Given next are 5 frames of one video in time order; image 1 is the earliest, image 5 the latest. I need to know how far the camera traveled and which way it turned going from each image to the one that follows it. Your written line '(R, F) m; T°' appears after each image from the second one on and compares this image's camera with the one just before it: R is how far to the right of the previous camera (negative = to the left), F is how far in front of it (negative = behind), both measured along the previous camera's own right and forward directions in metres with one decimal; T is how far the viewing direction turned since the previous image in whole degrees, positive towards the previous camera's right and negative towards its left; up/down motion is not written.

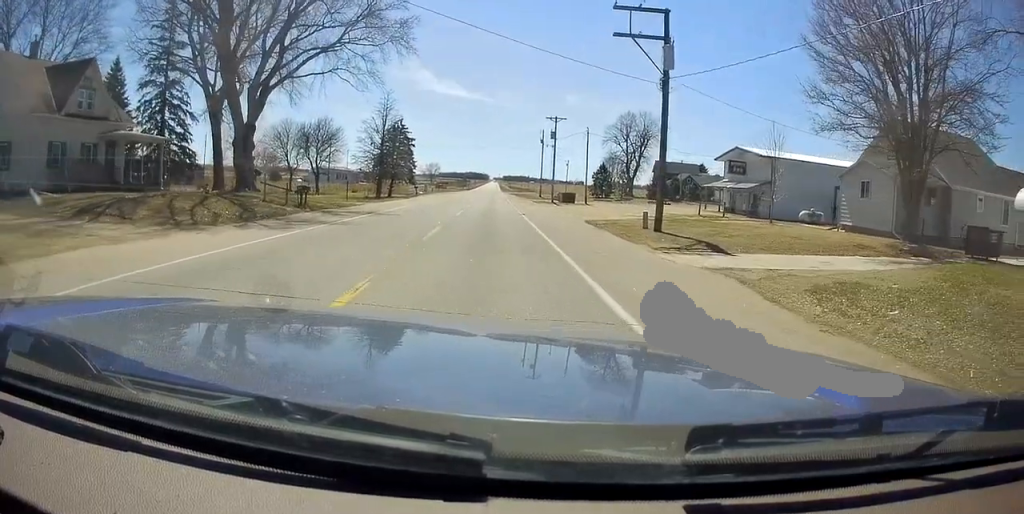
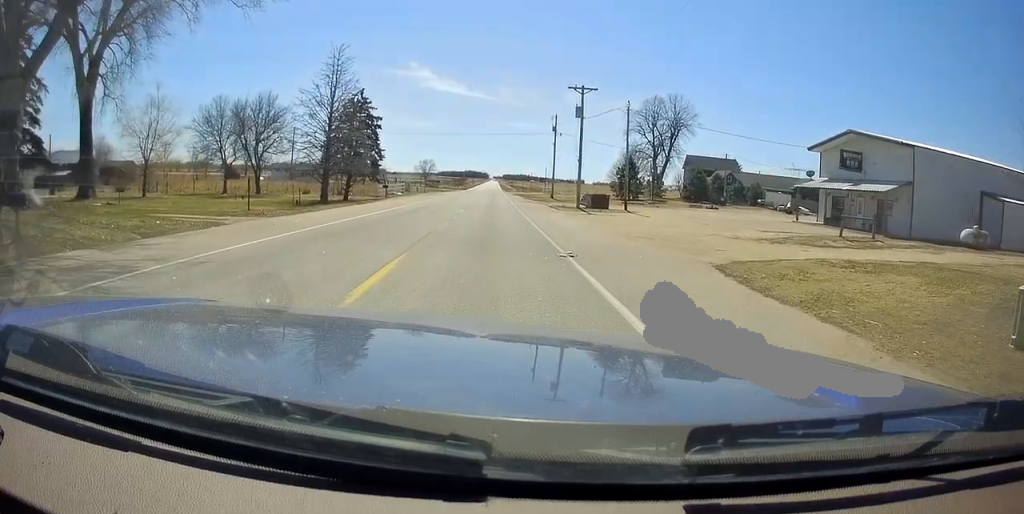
(0.0, +21.1) m; 0°
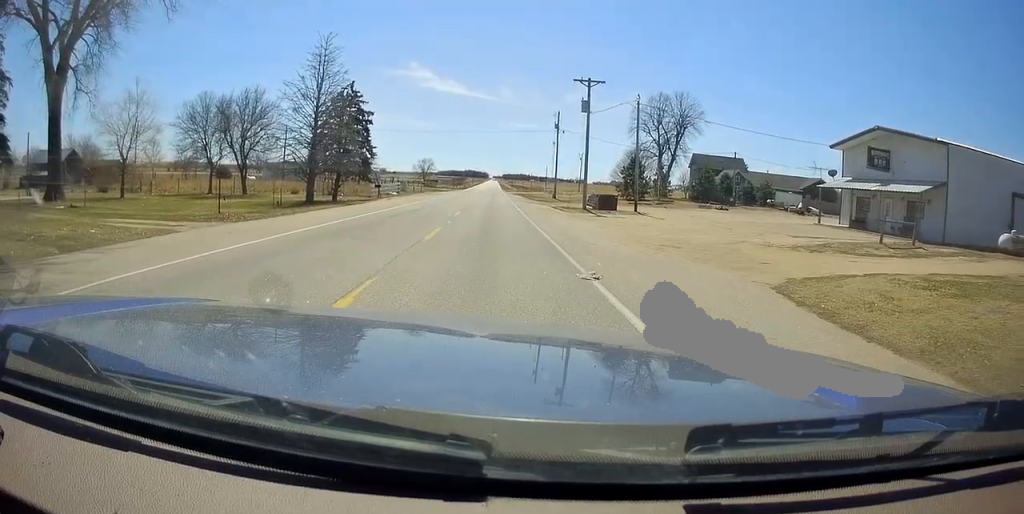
(0.0, +3.4) m; 0°
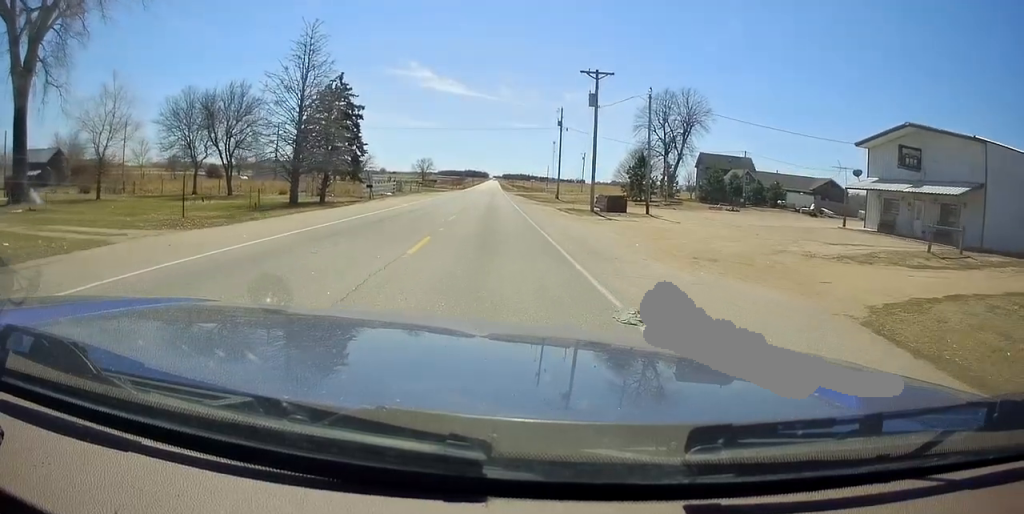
(0.0, +3.4) m; 0°
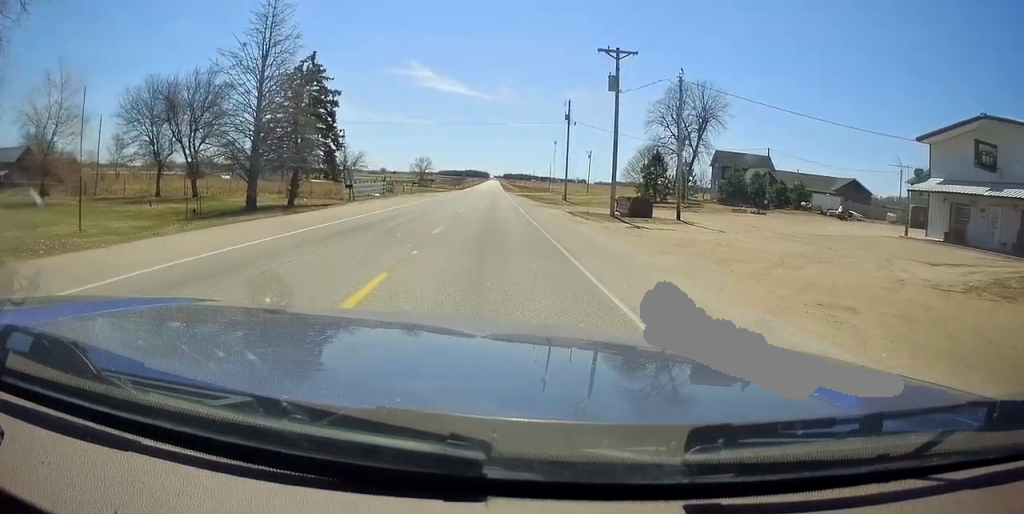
(0.0, +6.8) m; 0°
